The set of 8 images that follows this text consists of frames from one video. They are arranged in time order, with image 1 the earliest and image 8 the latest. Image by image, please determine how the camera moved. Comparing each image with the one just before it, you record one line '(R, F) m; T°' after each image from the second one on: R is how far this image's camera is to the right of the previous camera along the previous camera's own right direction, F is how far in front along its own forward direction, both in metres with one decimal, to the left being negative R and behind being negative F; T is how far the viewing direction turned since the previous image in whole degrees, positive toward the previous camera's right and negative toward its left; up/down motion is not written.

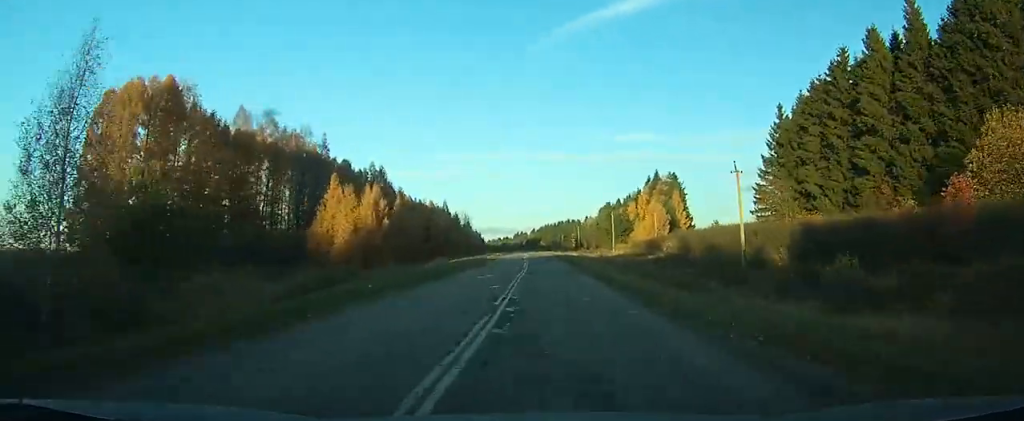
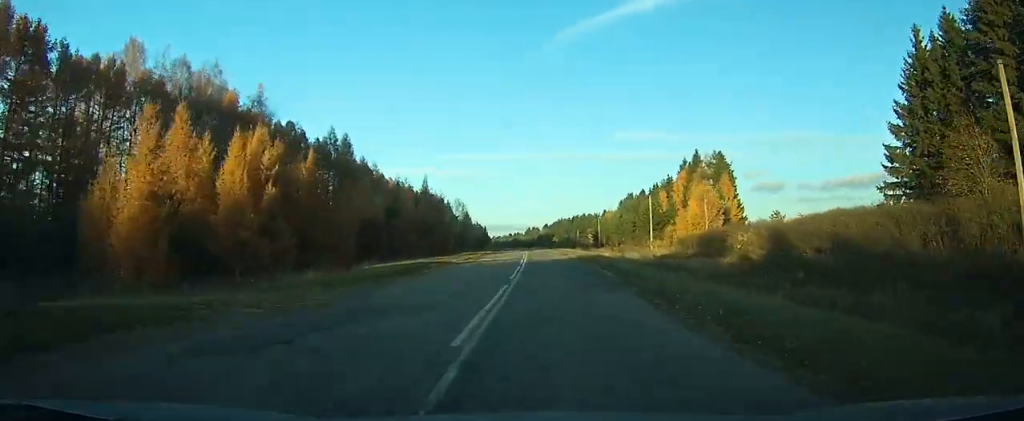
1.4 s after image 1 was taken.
(-2.9, +35.3) m; -6°
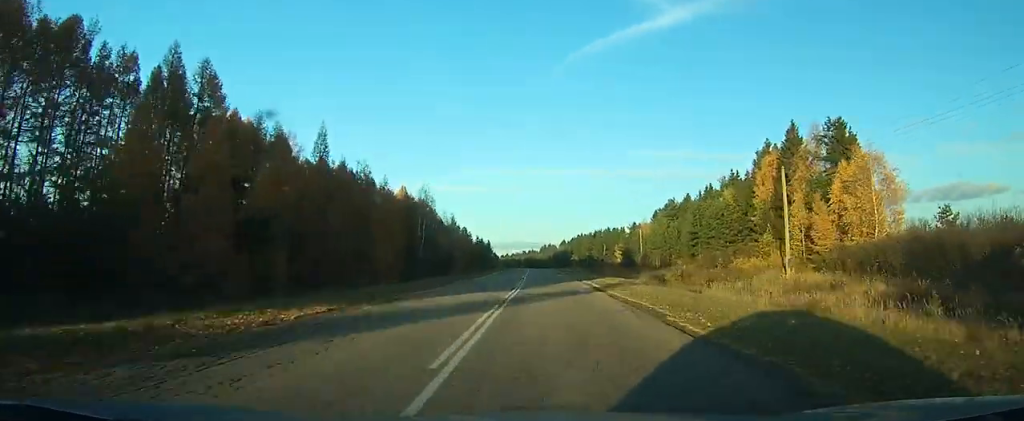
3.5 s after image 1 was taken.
(-2.8, +50.0) m; -4°
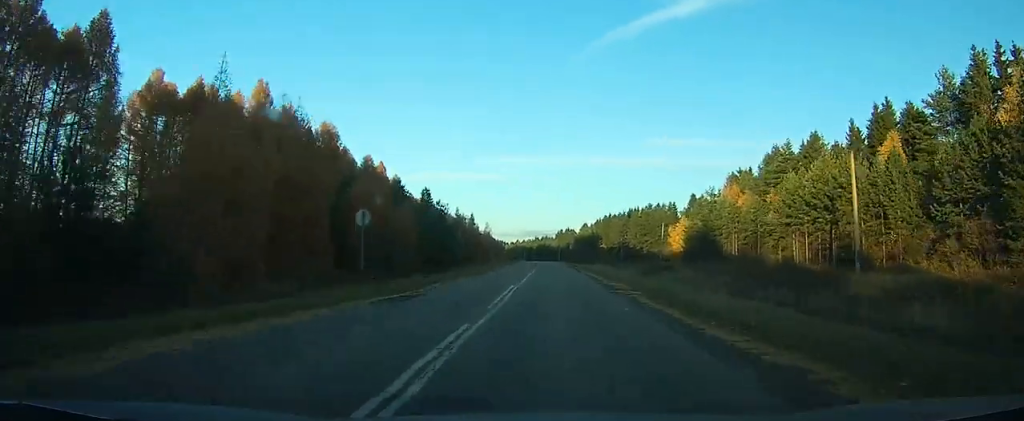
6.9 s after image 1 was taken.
(-0.9, +78.2) m; -1°
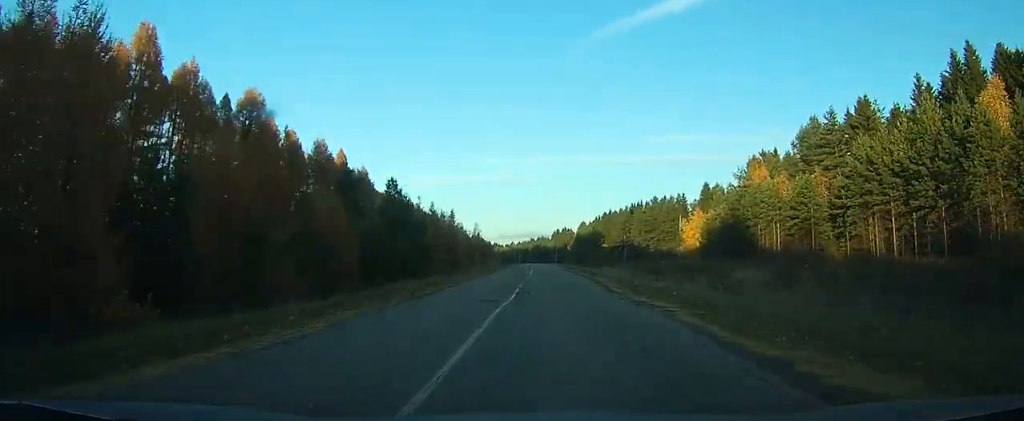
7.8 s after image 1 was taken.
(-0.1, +19.6) m; -1°
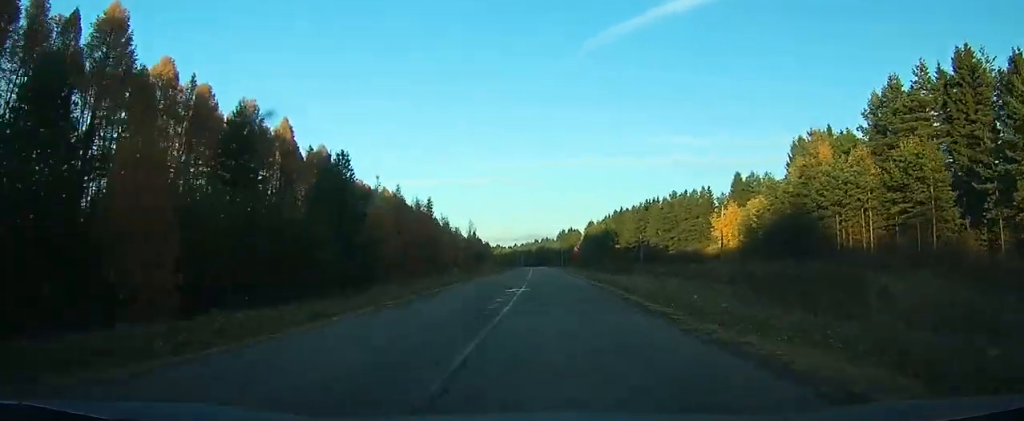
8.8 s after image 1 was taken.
(-0.1, +22.4) m; +1°
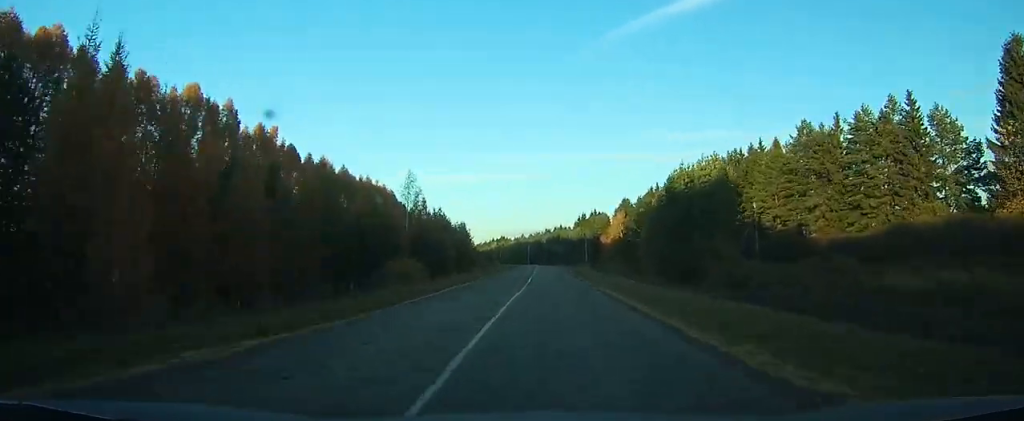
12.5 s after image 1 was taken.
(+8.8, +76.4) m; -3°
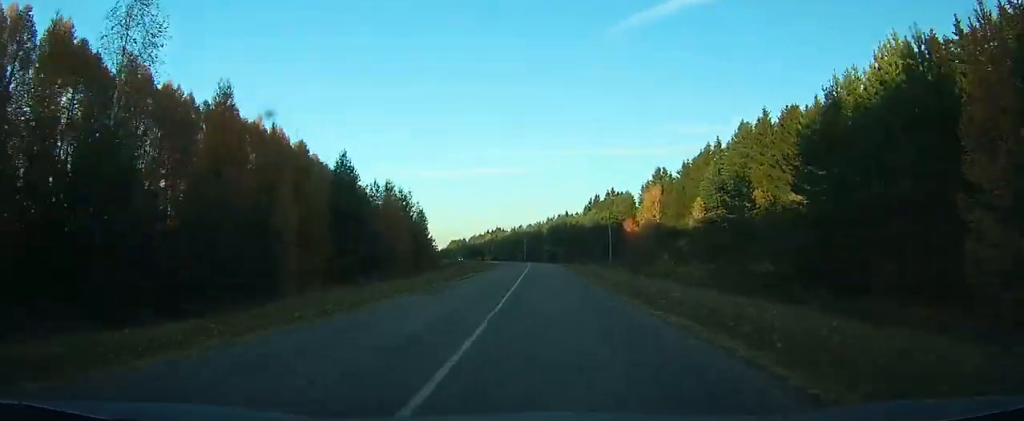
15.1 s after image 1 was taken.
(-11.7, +54.8) m; -6°
